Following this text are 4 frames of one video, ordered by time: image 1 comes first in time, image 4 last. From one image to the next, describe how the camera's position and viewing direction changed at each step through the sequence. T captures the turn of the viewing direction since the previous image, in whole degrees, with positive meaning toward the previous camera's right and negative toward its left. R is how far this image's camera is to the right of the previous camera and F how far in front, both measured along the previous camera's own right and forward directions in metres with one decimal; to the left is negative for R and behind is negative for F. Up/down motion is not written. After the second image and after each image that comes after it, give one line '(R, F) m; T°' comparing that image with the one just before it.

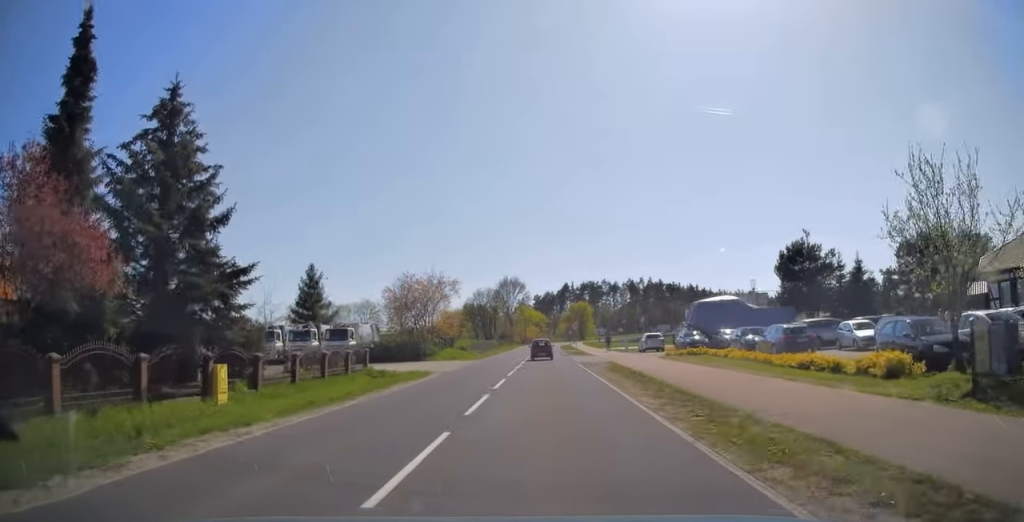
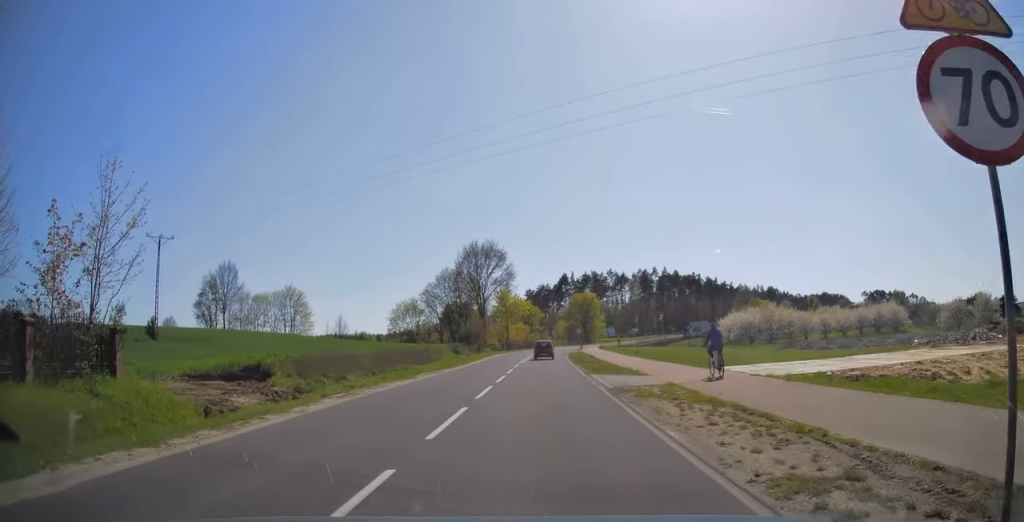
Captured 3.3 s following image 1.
(-0.1, +51.1) m; 0°
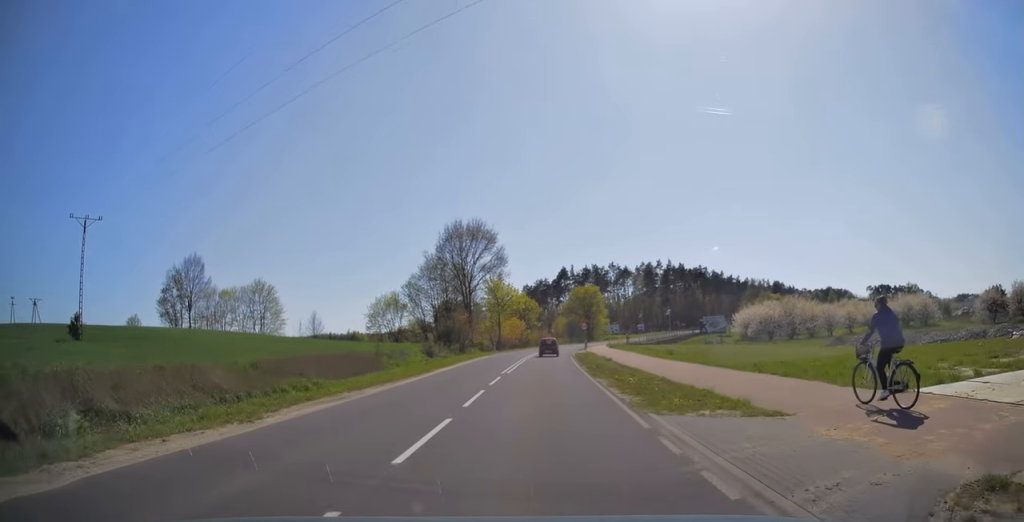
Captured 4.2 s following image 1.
(0.0, +13.8) m; 0°
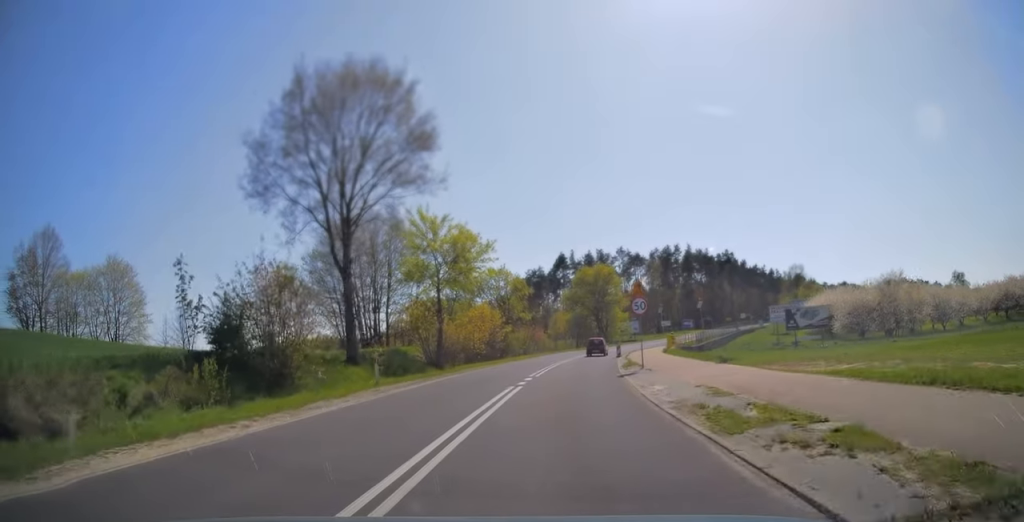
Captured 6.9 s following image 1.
(+0.2, +41.8) m; +1°
